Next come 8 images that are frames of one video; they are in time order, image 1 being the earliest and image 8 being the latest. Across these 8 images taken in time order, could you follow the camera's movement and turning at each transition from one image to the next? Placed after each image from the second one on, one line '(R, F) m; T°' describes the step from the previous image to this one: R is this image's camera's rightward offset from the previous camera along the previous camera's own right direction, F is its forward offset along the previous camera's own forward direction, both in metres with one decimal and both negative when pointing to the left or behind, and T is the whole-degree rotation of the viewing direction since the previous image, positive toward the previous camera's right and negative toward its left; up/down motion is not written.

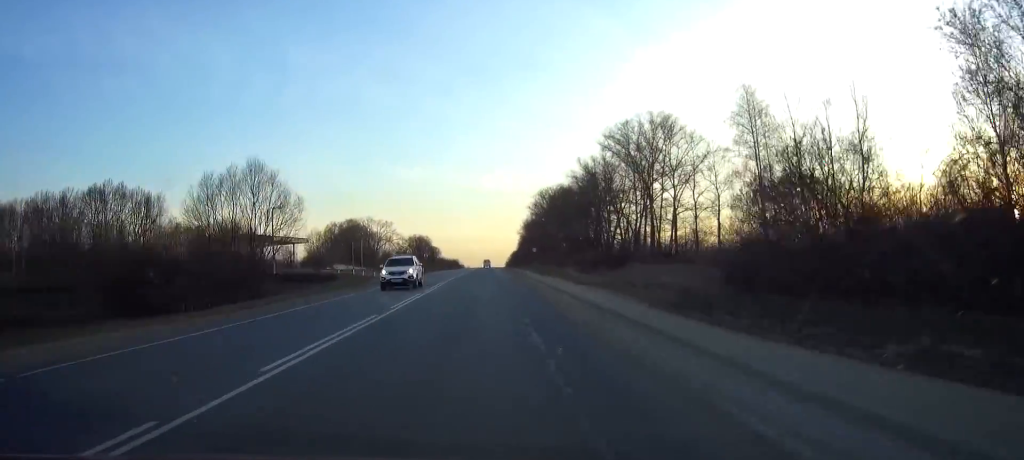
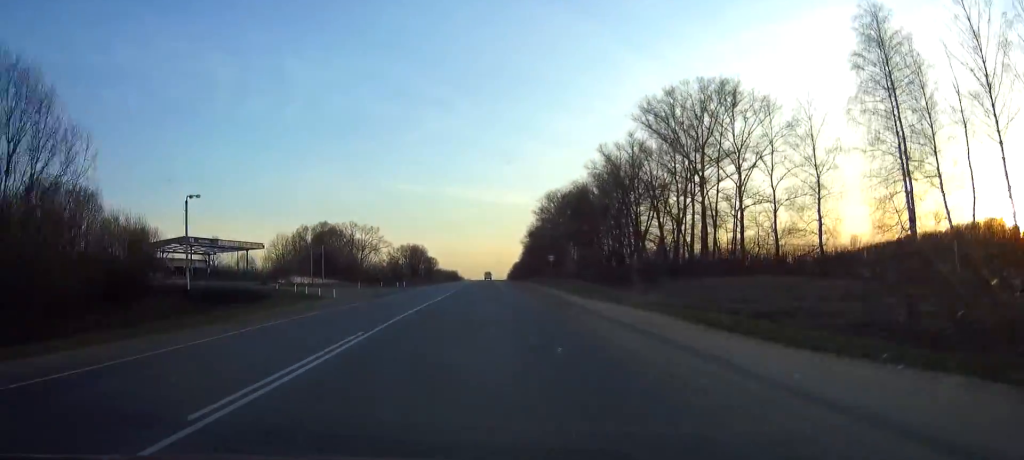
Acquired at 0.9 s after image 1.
(-0.1, +26.5) m; 0°
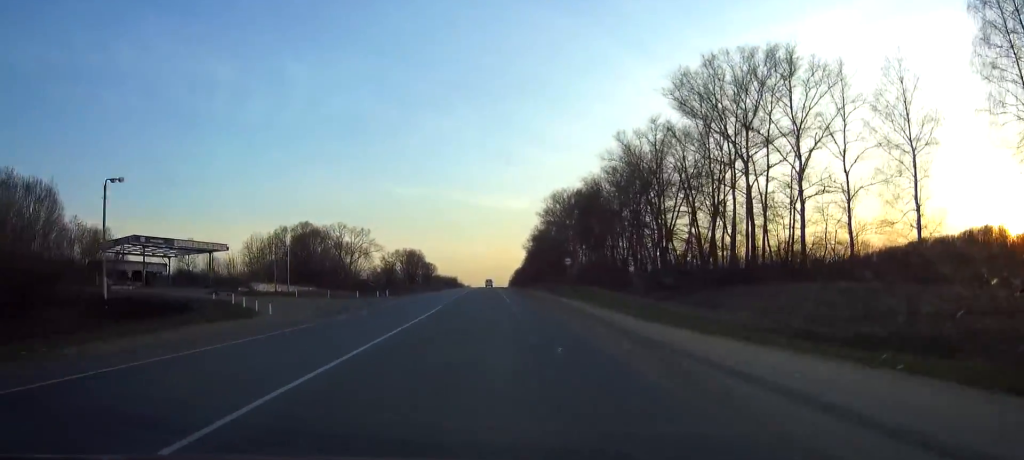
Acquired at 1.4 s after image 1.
(0.0, +15.1) m; 0°
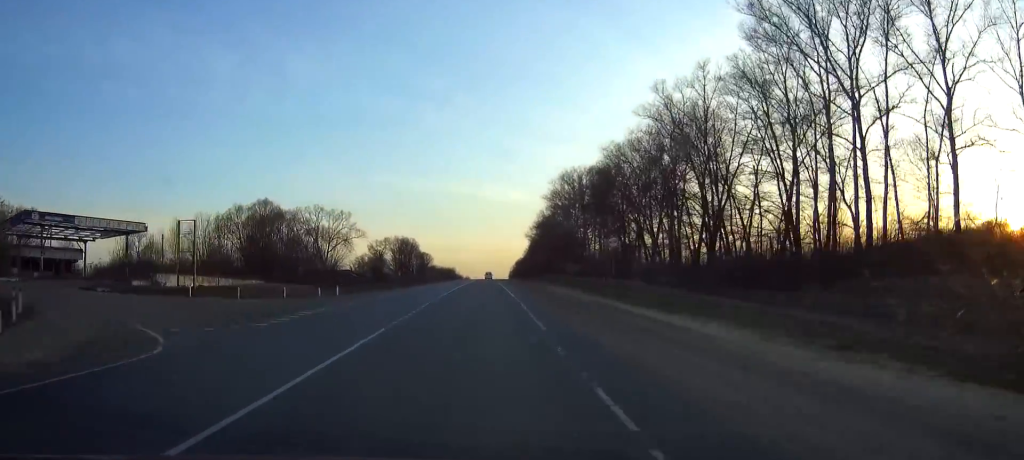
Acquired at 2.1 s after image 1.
(0.0, +22.9) m; 0°
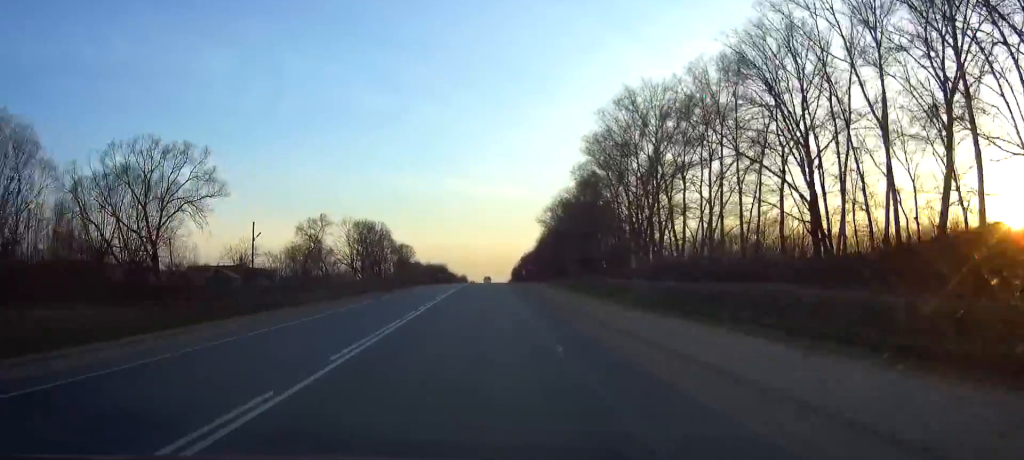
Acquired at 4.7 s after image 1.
(-0.2, +75.2) m; 0°
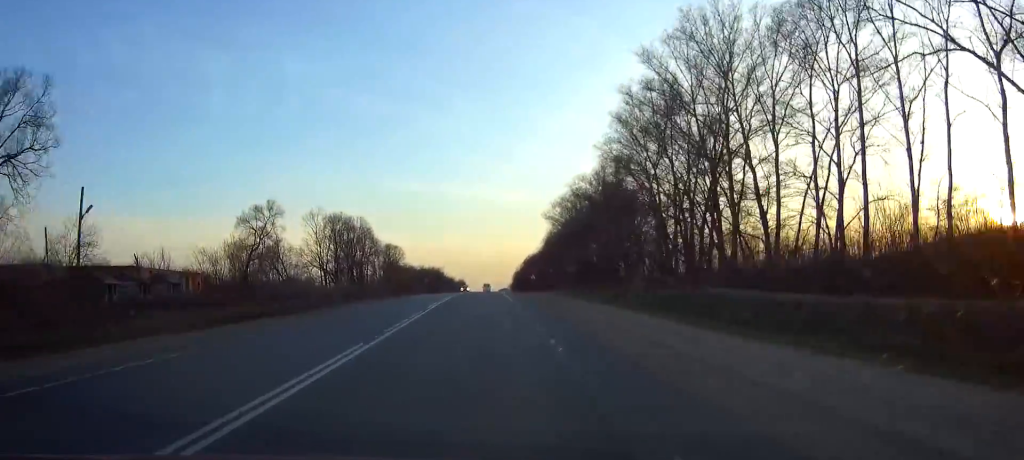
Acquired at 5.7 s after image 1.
(-0.1, +29.9) m; 0°
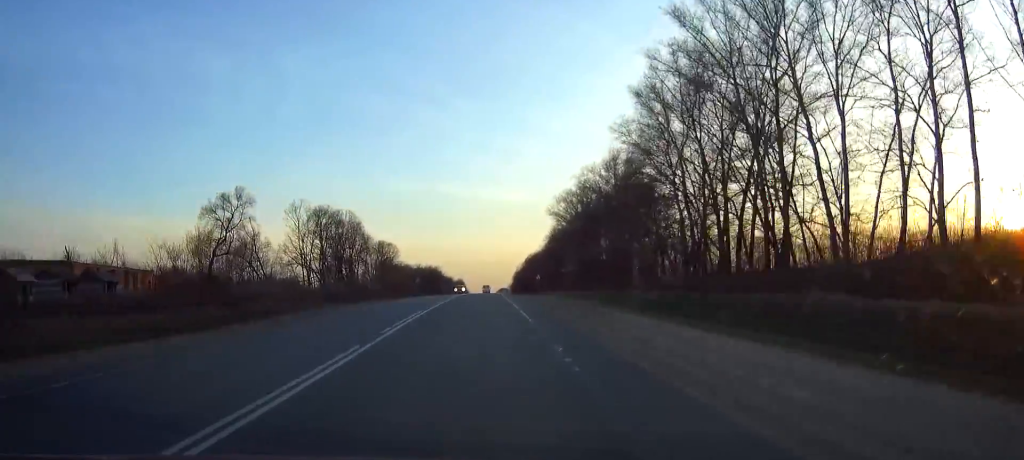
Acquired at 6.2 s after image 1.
(0.0, +12.5) m; 0°
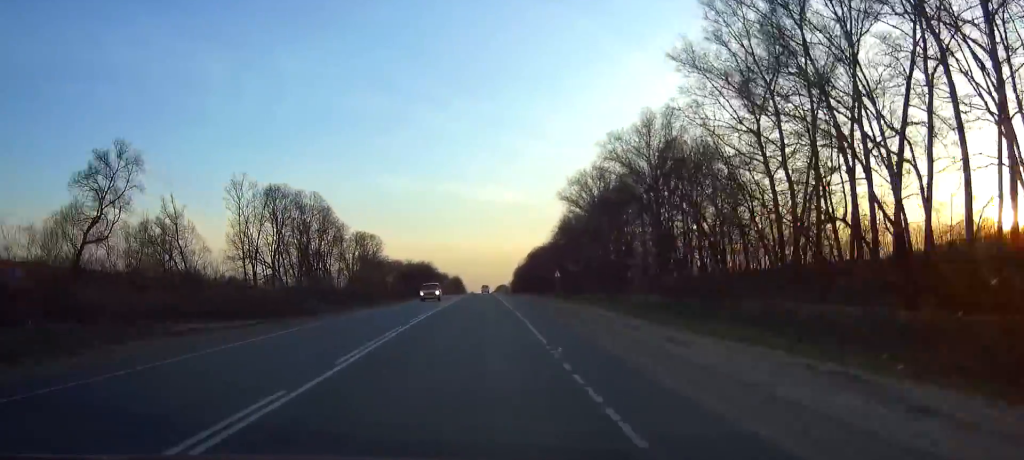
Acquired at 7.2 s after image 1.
(+0.1, +28.9) m; 0°
